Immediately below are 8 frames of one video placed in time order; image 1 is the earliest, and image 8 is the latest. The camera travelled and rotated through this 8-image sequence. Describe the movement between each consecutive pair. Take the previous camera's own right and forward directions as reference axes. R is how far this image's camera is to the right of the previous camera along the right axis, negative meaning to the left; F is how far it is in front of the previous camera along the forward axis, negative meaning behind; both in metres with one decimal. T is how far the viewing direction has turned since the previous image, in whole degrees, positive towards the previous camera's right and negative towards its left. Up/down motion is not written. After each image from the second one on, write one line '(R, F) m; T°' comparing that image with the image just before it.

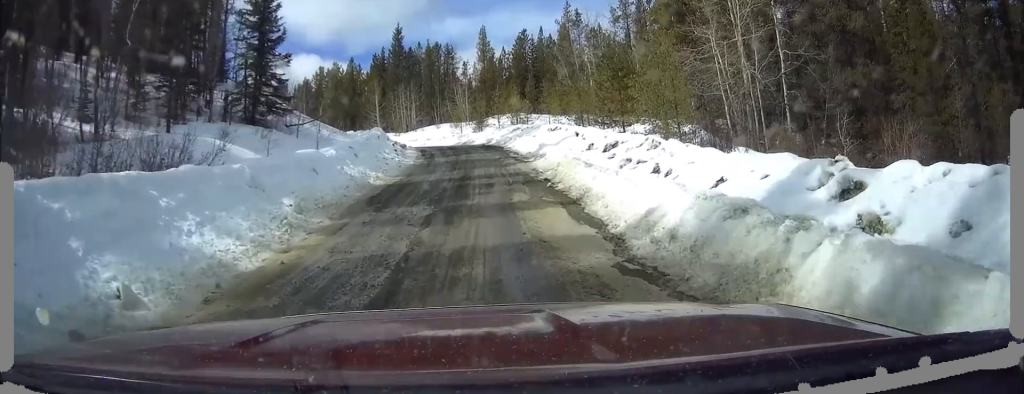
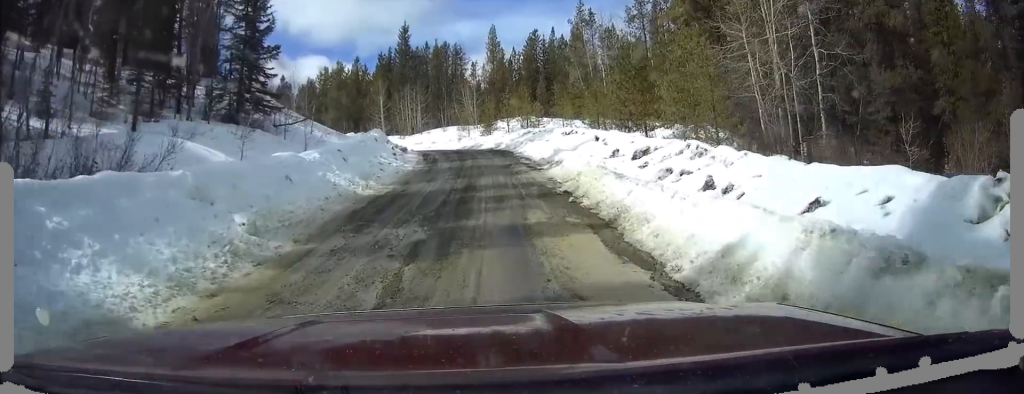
(+0.1, +3.1) m; 0°
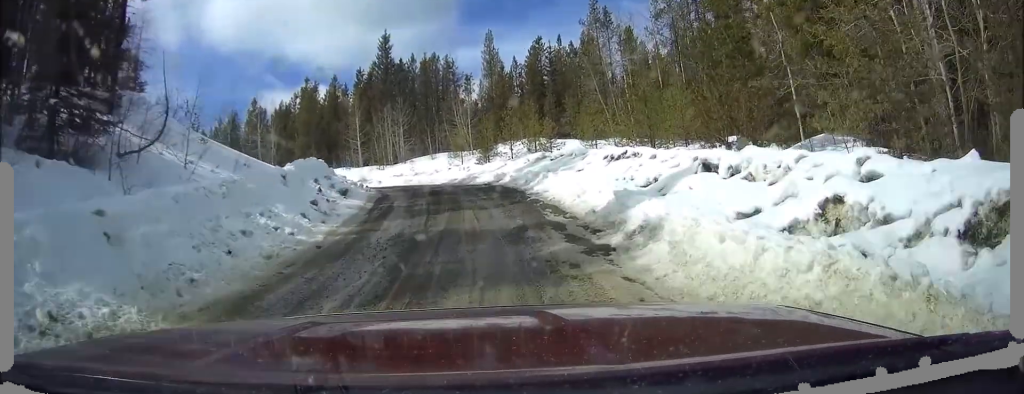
(-0.4, +12.9) m; +1°
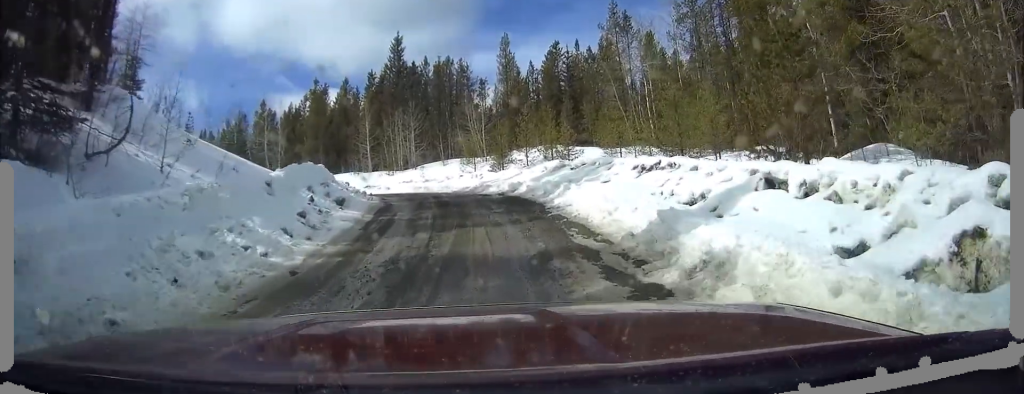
(+0.1, +2.1) m; +1°
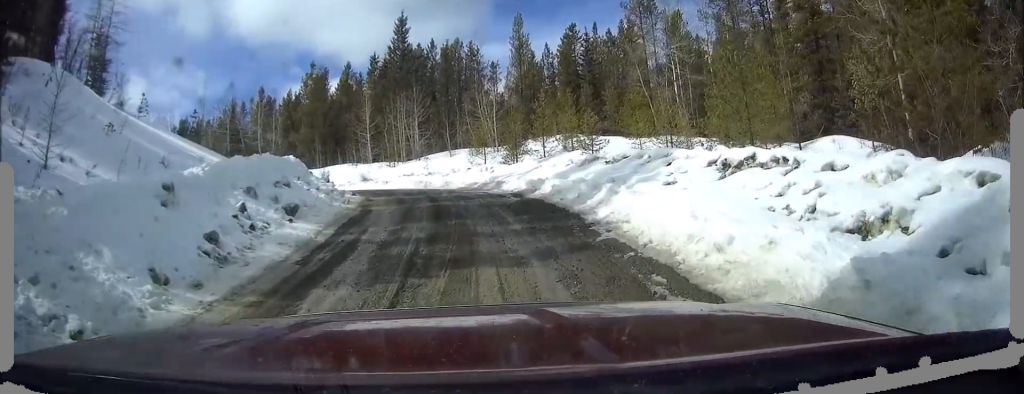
(+0.1, +5.2) m; +1°
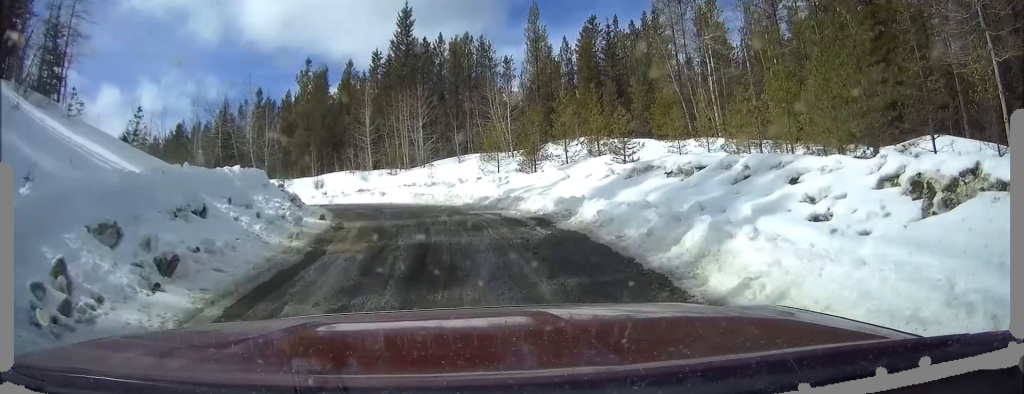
(0.0, +5.4) m; -1°
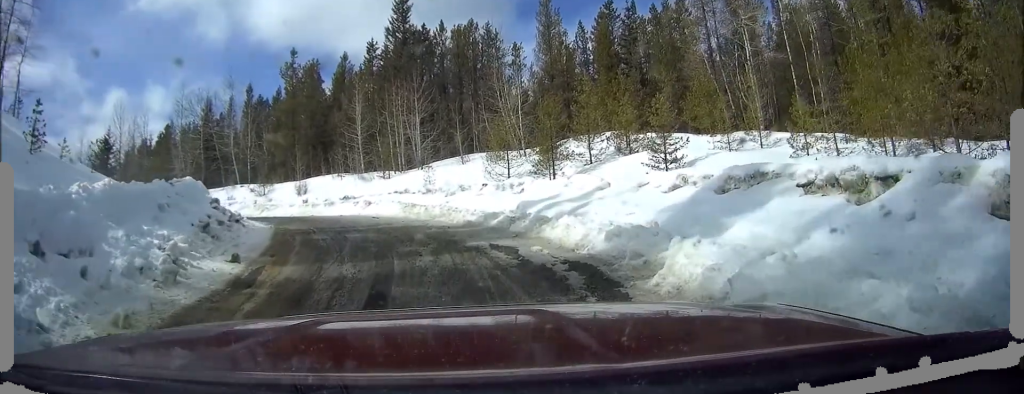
(-0.2, +6.1) m; -1°
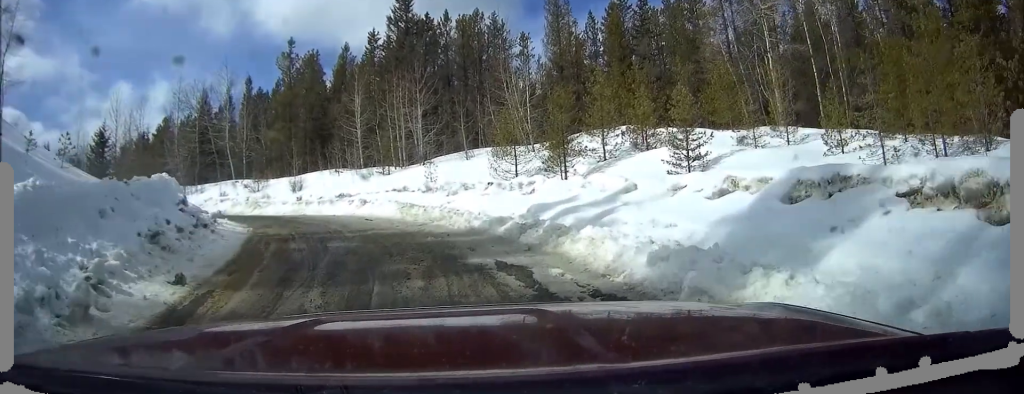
(0.0, +2.2) m; +7°
